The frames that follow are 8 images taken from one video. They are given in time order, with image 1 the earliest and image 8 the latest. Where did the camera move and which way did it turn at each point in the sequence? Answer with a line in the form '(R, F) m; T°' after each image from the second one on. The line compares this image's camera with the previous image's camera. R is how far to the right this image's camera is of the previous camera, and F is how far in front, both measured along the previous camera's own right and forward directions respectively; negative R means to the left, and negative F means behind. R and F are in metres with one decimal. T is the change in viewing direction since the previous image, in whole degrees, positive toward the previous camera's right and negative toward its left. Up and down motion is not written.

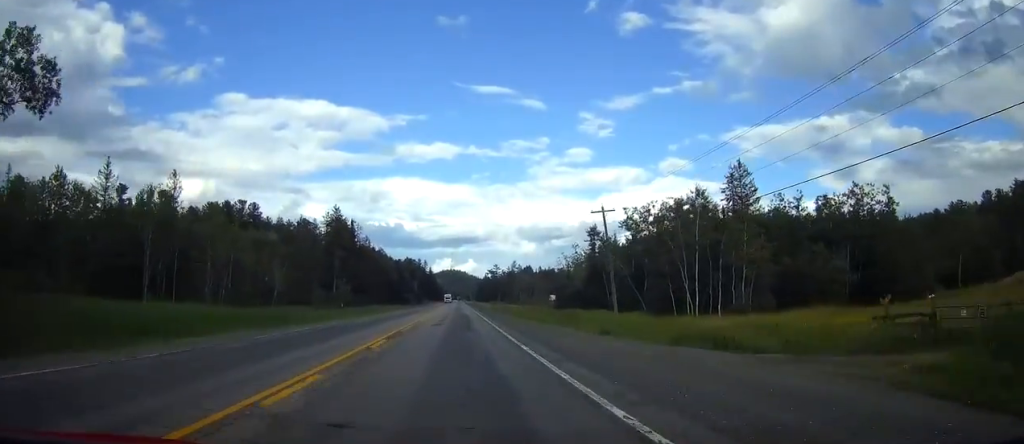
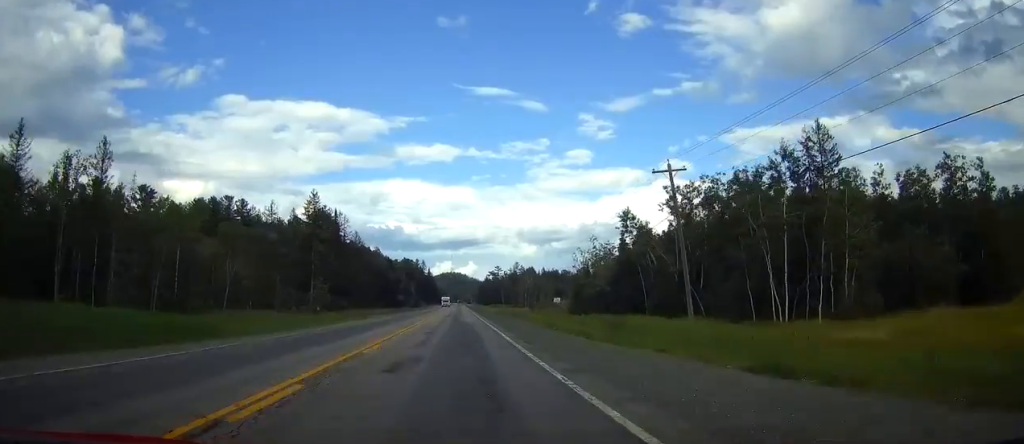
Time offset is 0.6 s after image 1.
(+0.2, +18.7) m; 0°
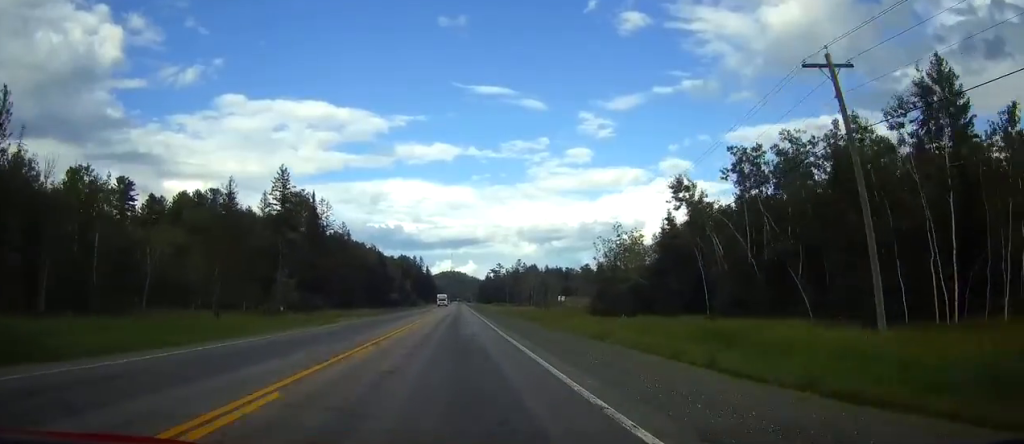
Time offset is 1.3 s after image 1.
(-0.1, +18.7) m; 0°
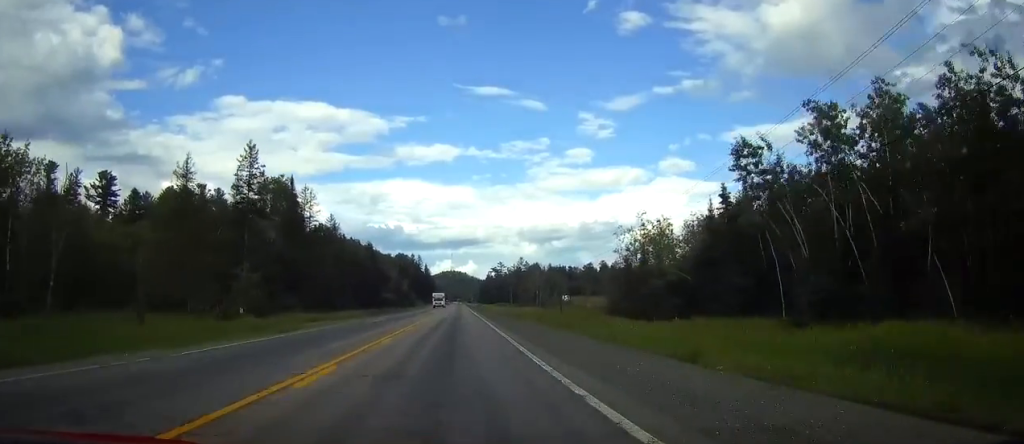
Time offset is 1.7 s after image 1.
(0.0, +13.9) m; 0°
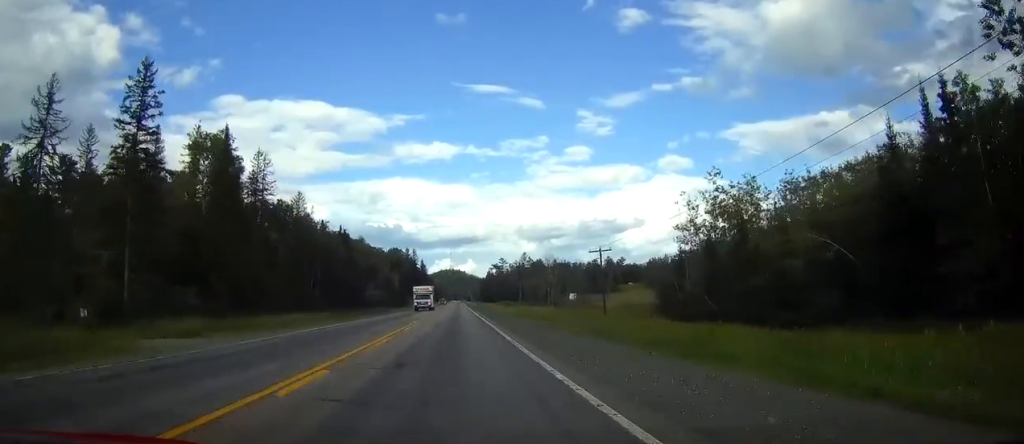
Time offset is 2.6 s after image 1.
(0.0, +27.7) m; 0°
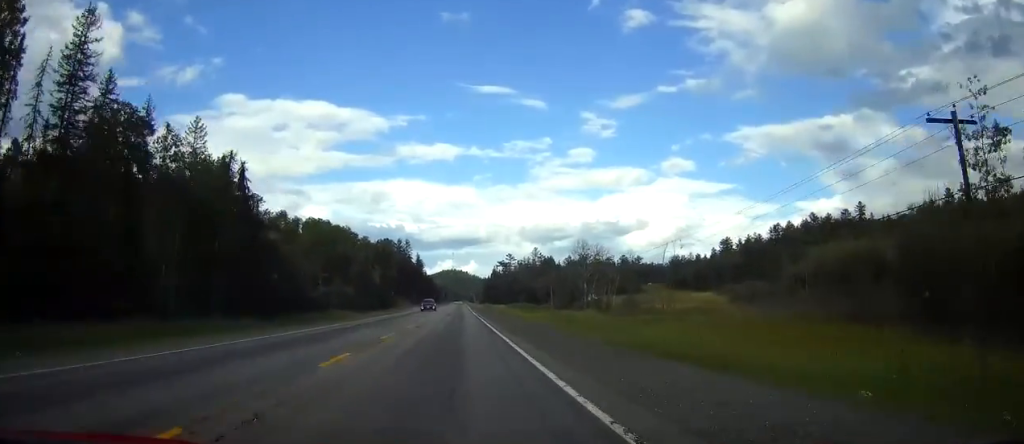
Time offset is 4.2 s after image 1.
(-0.1, +48.1) m; 0°
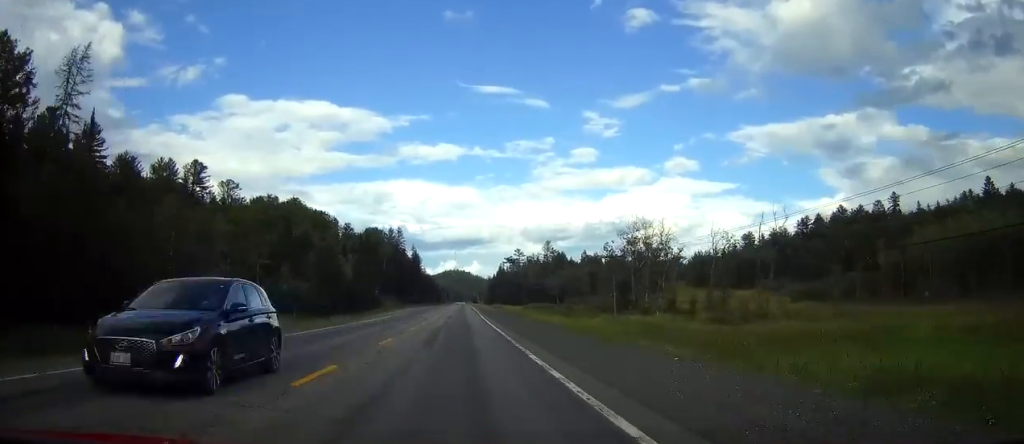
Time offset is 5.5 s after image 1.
(0.0, +38.3) m; 0°
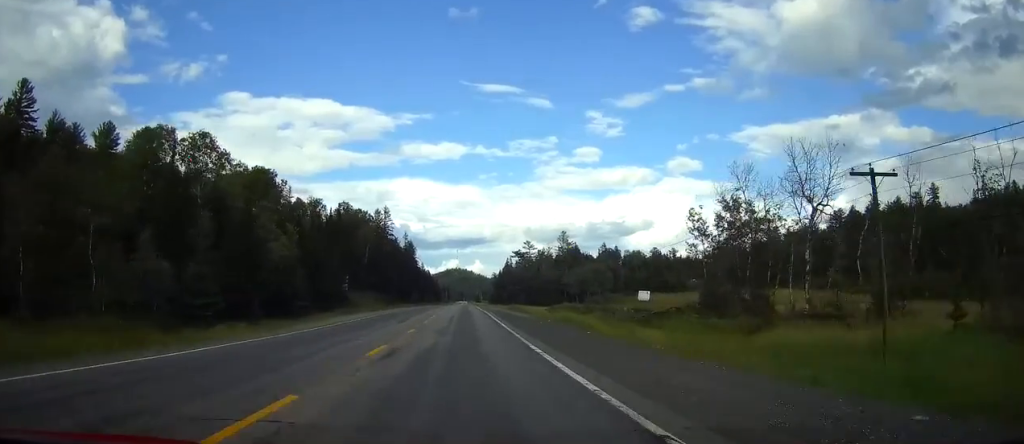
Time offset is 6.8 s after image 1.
(0.0, +38.8) m; 0°
